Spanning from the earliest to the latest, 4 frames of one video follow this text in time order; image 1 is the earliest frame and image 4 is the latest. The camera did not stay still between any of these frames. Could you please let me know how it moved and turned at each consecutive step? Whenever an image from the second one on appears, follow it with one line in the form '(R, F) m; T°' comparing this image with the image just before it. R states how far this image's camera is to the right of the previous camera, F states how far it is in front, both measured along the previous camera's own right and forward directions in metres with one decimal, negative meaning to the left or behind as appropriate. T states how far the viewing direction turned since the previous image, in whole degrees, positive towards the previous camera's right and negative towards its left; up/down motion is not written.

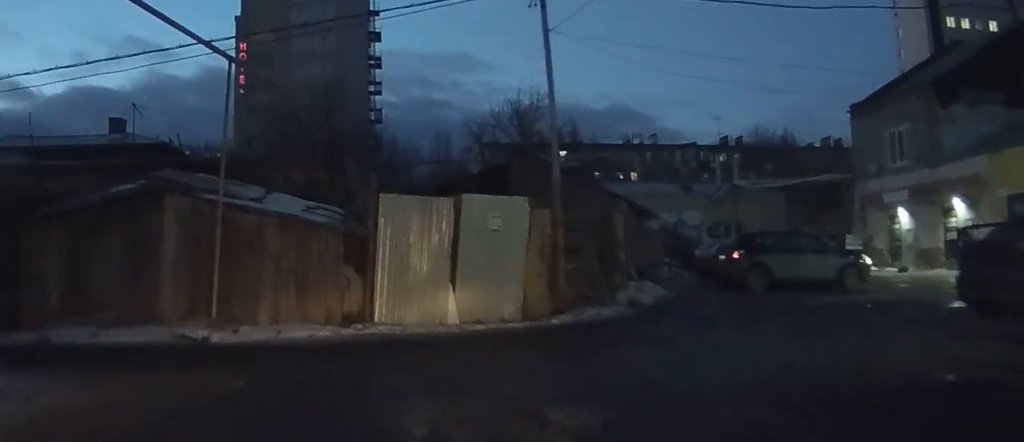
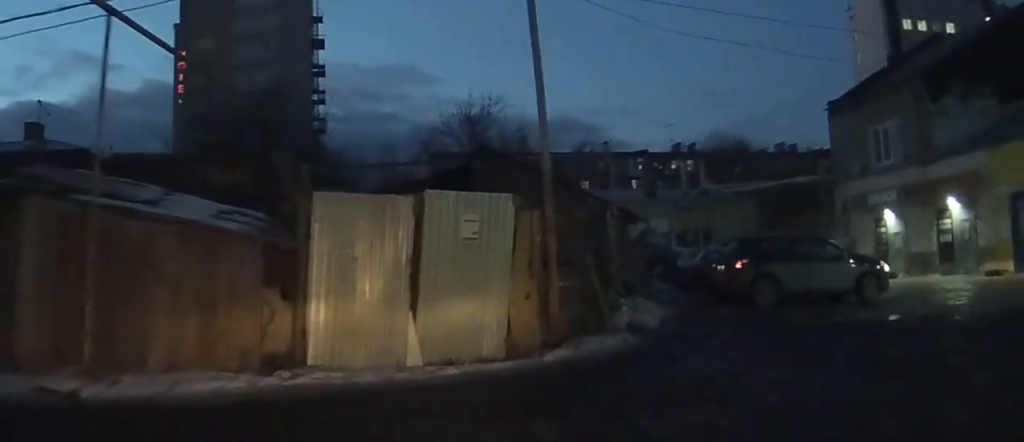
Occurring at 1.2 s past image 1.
(+0.1, +4.2) m; +4°
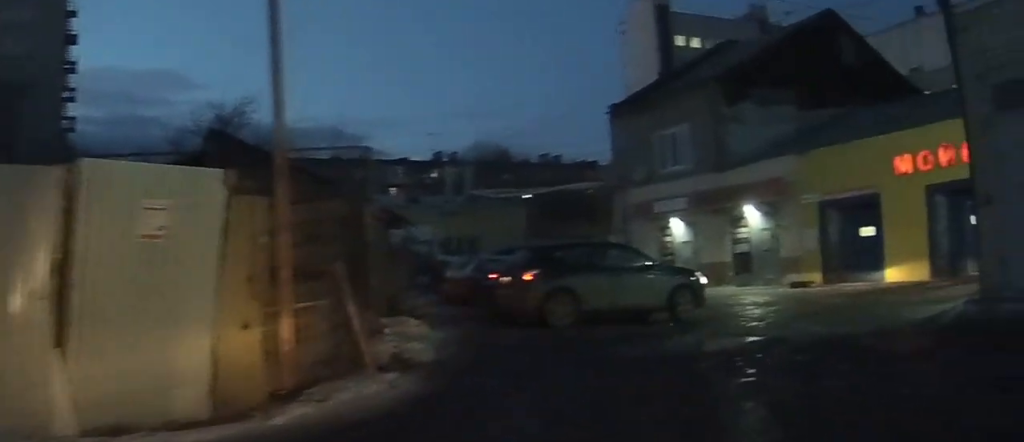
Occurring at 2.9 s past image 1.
(+1.4, +5.4) m; +30°
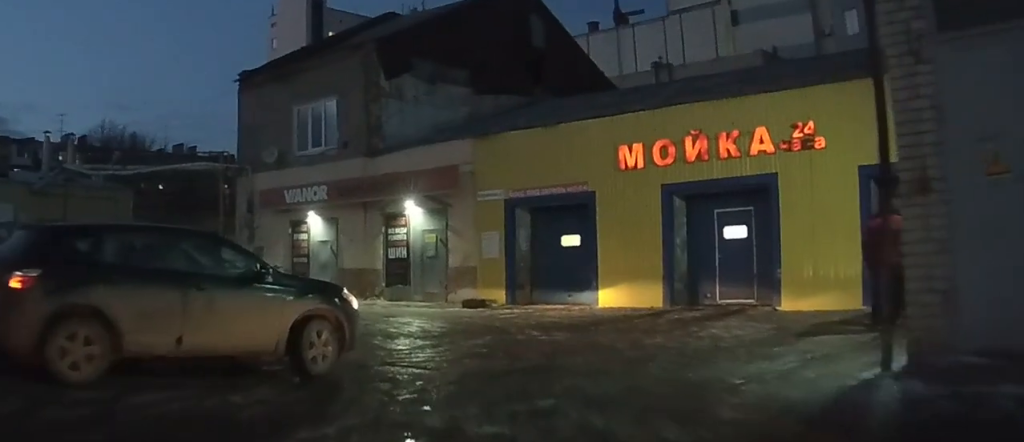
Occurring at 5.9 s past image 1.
(+1.3, +7.3) m; +15°
